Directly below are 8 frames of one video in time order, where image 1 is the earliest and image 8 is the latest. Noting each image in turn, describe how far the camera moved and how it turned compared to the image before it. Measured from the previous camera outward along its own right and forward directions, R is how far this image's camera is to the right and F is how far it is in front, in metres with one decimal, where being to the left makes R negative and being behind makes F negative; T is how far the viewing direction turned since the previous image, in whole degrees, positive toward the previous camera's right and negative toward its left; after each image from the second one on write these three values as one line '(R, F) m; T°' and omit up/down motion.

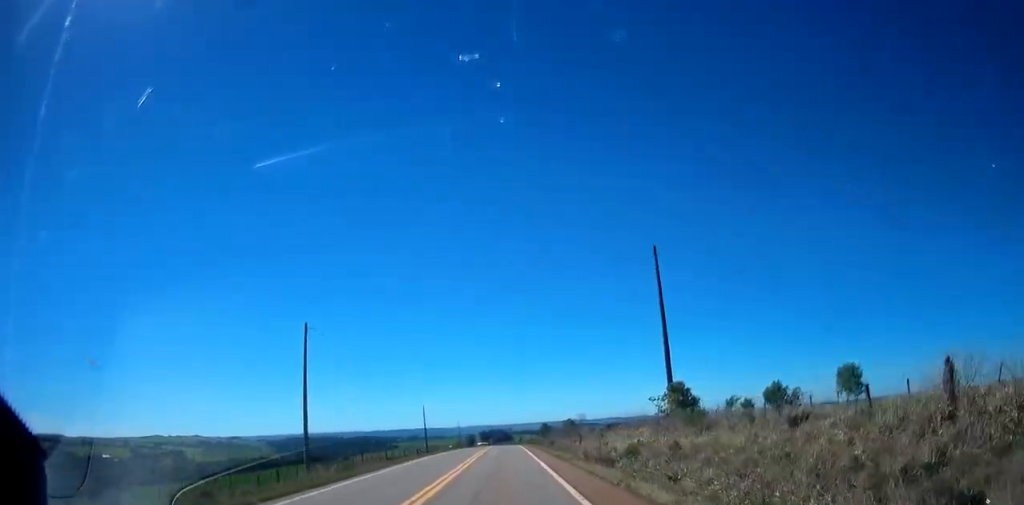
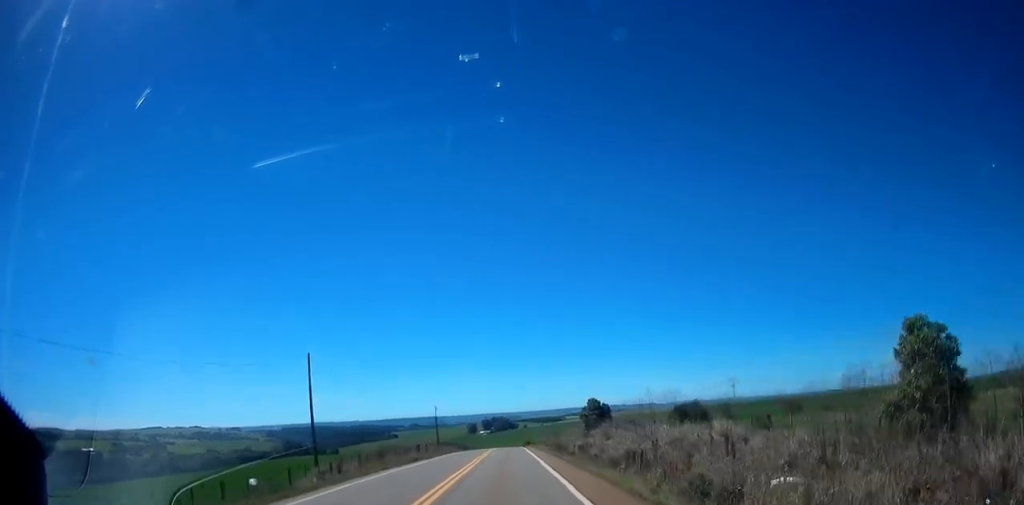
(+0.4, +69.4) m; 0°
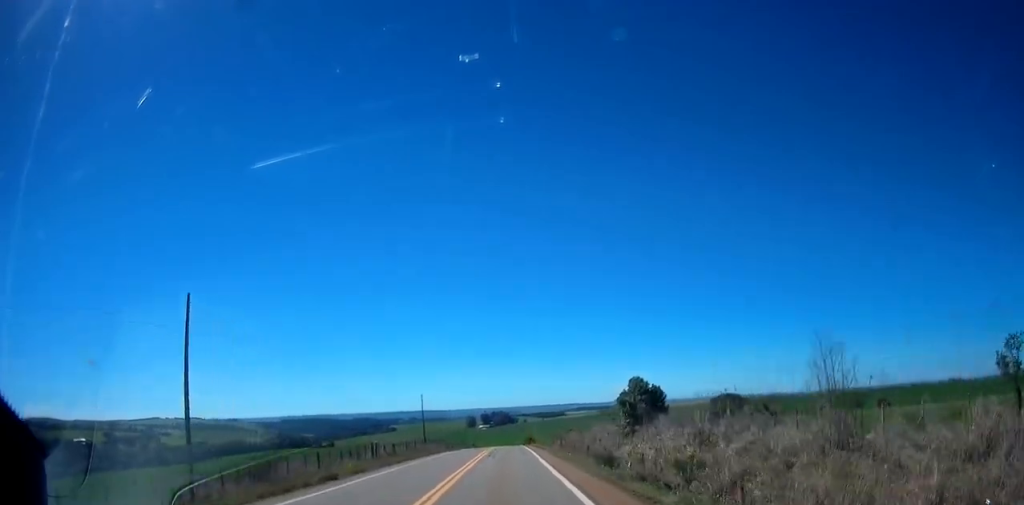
(+0.1, +20.1) m; 0°
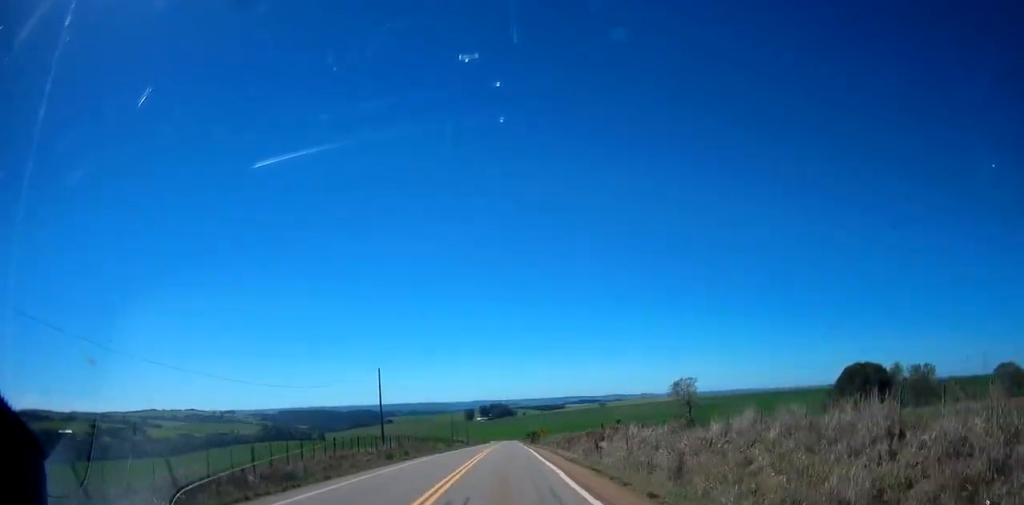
(-0.5, +35.3) m; 0°
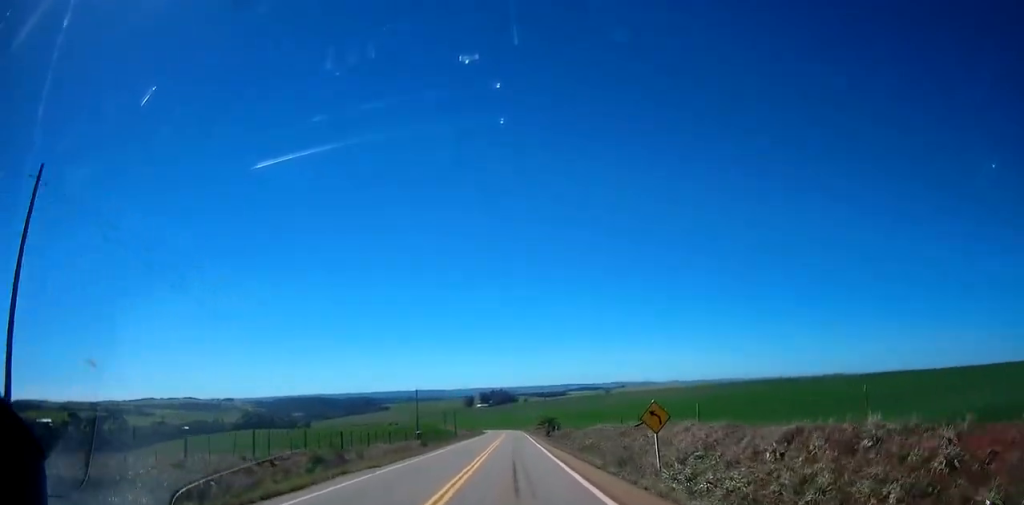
(+0.4, +59.1) m; 0°
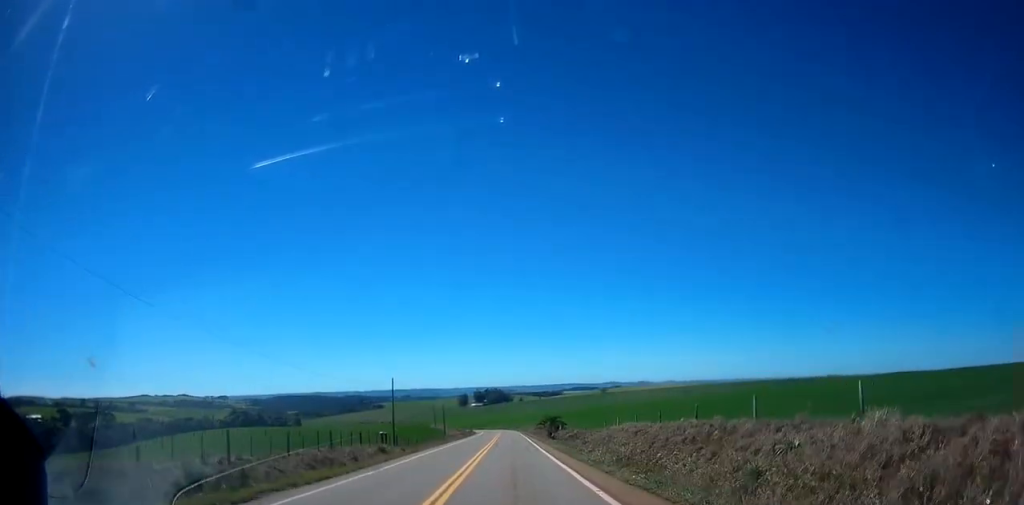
(-0.2, +15.8) m; 0°
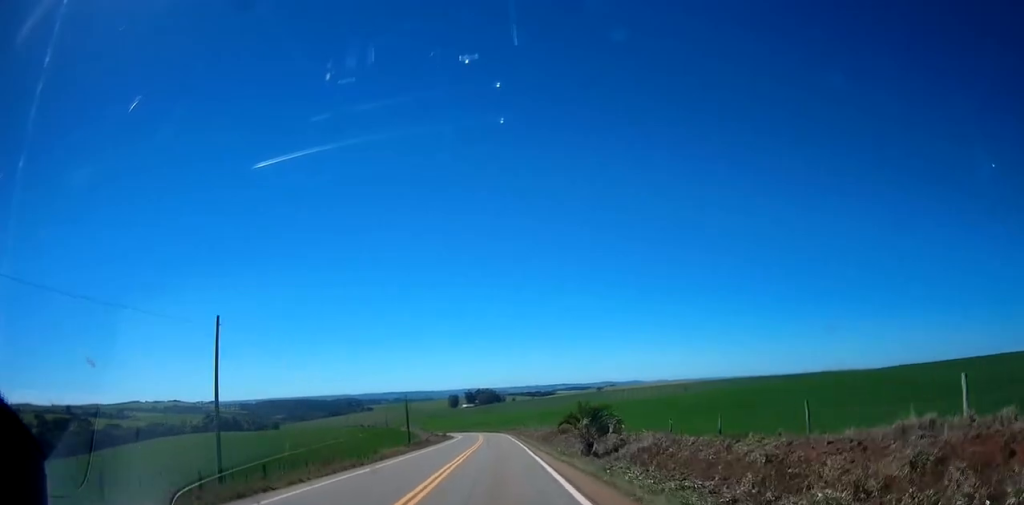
(-0.1, +45.3) m; +1°
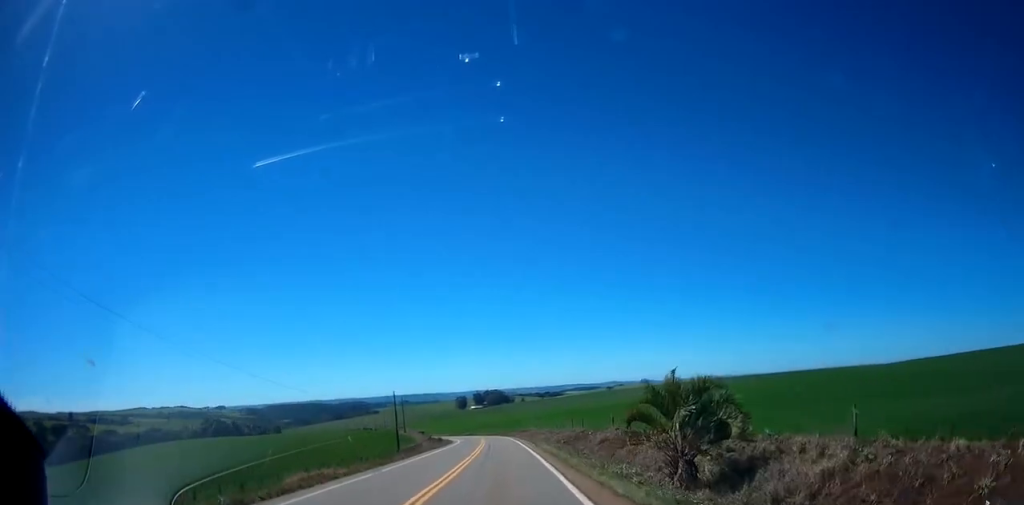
(+0.4, +19.3) m; 0°
